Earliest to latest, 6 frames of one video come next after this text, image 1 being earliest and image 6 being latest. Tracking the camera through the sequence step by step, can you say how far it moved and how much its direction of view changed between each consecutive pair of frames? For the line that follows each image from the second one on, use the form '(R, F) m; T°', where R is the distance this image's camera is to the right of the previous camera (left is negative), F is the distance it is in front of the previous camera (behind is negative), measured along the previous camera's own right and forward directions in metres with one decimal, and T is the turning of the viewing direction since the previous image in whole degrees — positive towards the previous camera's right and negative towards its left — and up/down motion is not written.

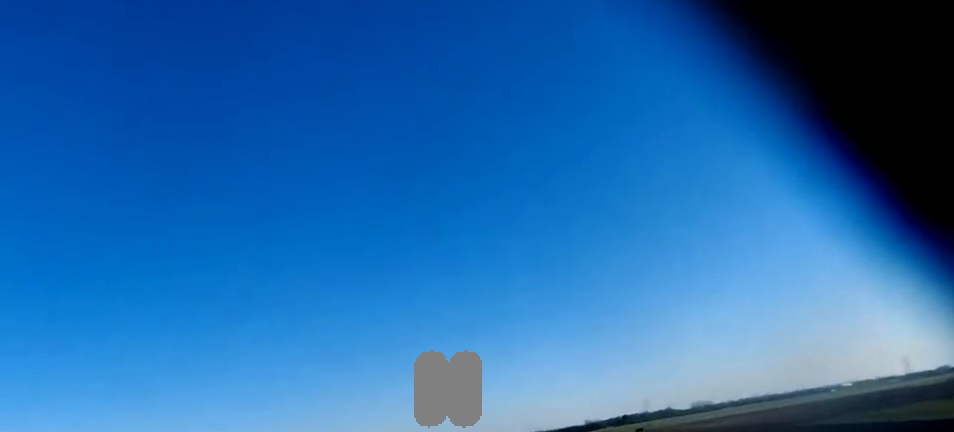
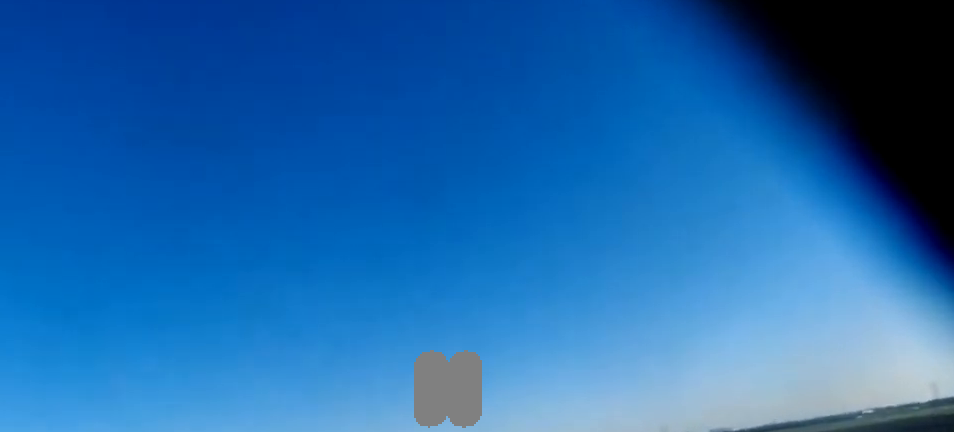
(+0.7, +7.6) m; -1°
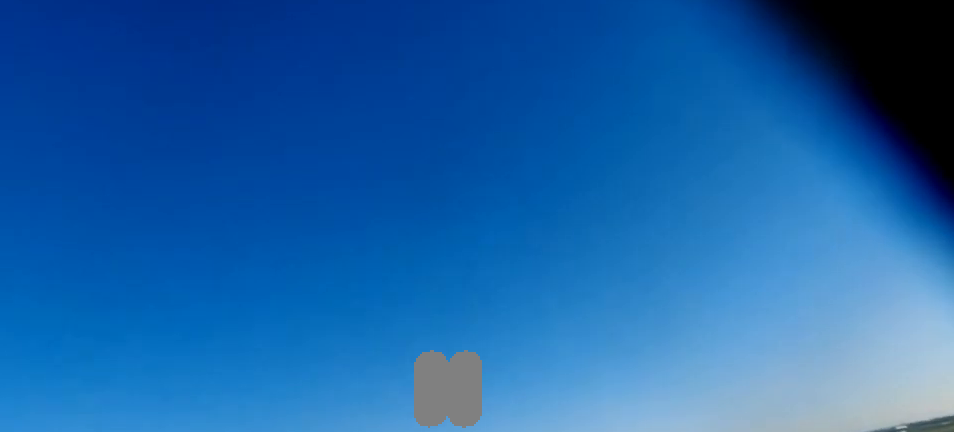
(-0.8, +16.7) m; +1°
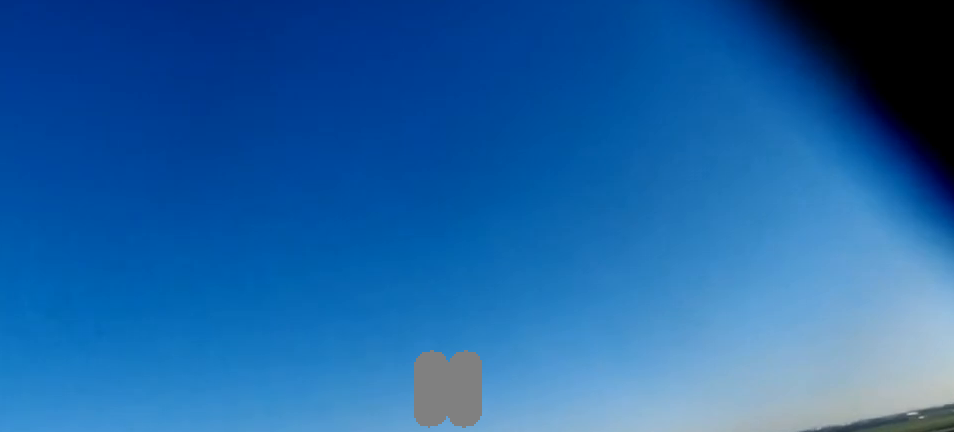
(+0.1, +10.1) m; +1°
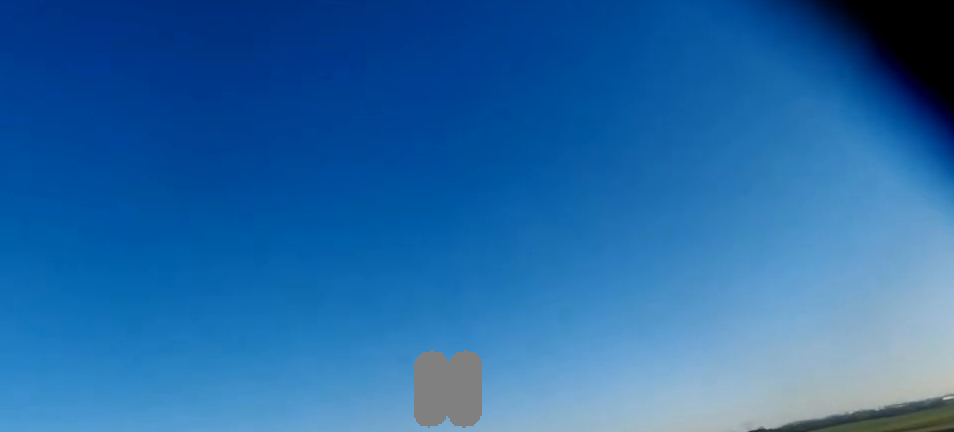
(+0.1, +23.4) m; -2°
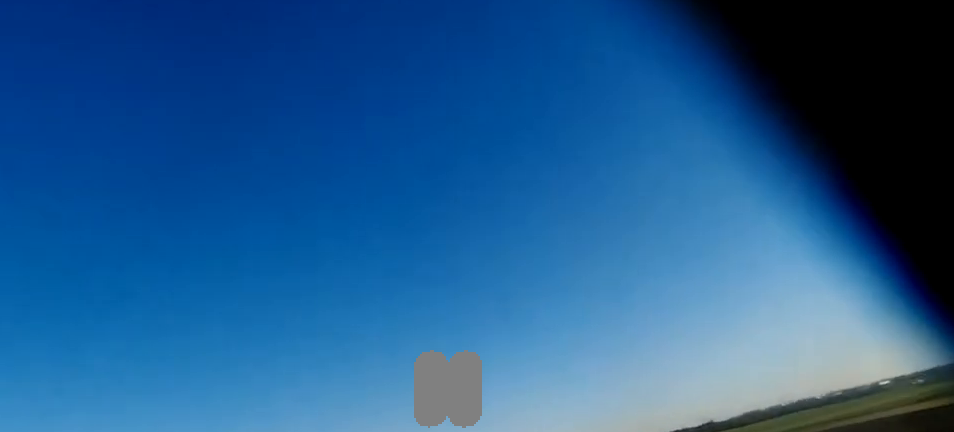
(+0.6, +19.4) m; +6°
